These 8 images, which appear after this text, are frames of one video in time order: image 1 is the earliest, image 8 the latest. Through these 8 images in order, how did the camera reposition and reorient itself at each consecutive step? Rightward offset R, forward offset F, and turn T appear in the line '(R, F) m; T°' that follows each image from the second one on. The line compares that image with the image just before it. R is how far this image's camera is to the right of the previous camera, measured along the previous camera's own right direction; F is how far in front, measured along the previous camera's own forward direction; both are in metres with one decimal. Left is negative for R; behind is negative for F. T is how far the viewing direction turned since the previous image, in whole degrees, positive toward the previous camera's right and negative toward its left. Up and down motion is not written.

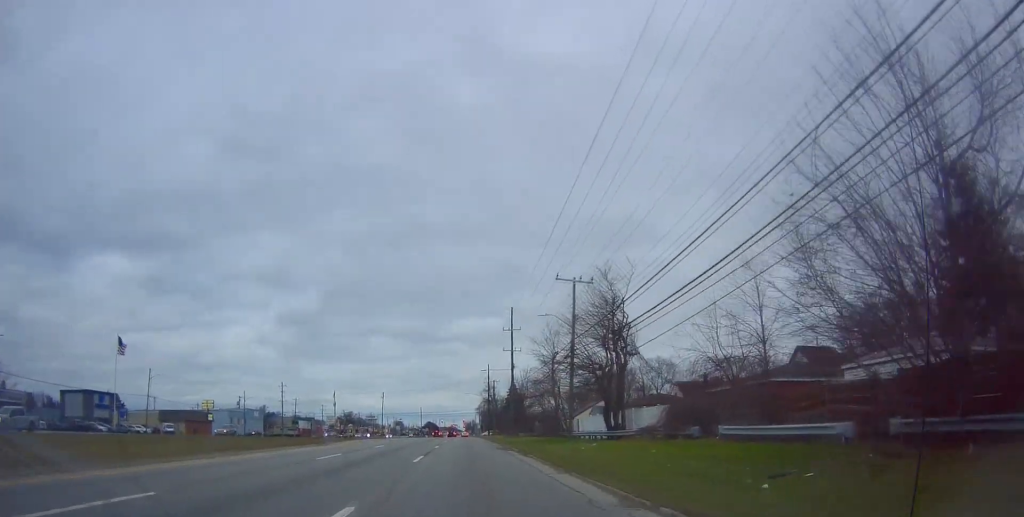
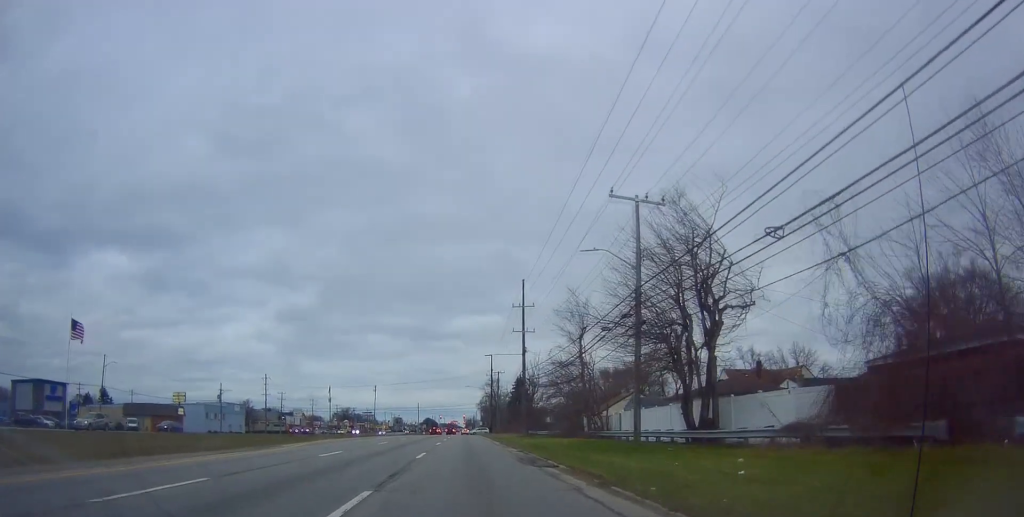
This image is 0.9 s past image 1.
(-0.1, +14.7) m; +1°
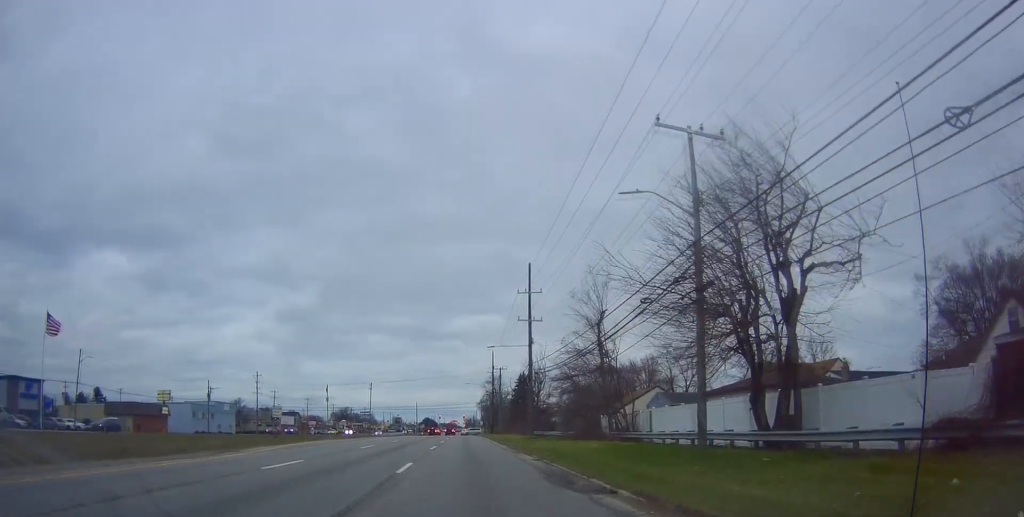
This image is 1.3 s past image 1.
(+0.2, +6.7) m; +1°
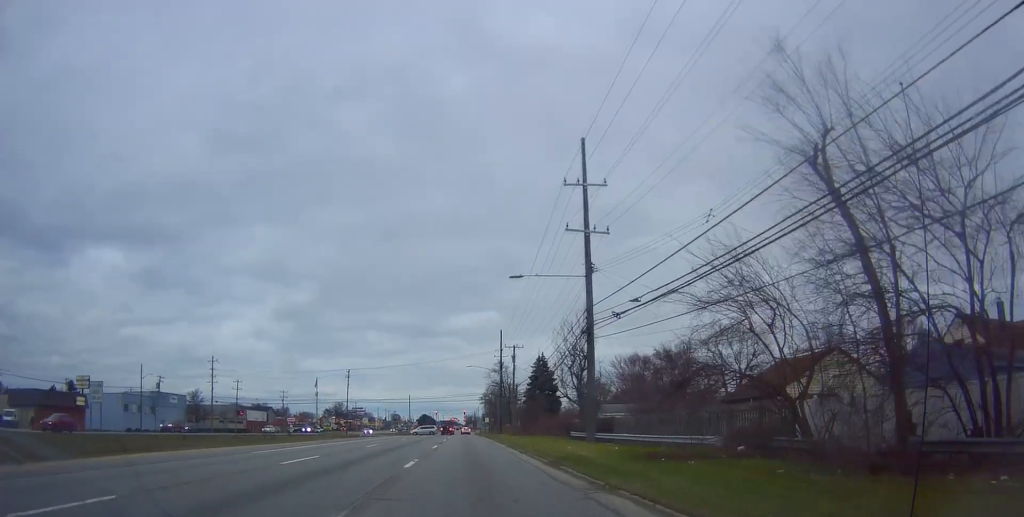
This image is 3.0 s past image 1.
(-0.5, +28.9) m; -2°
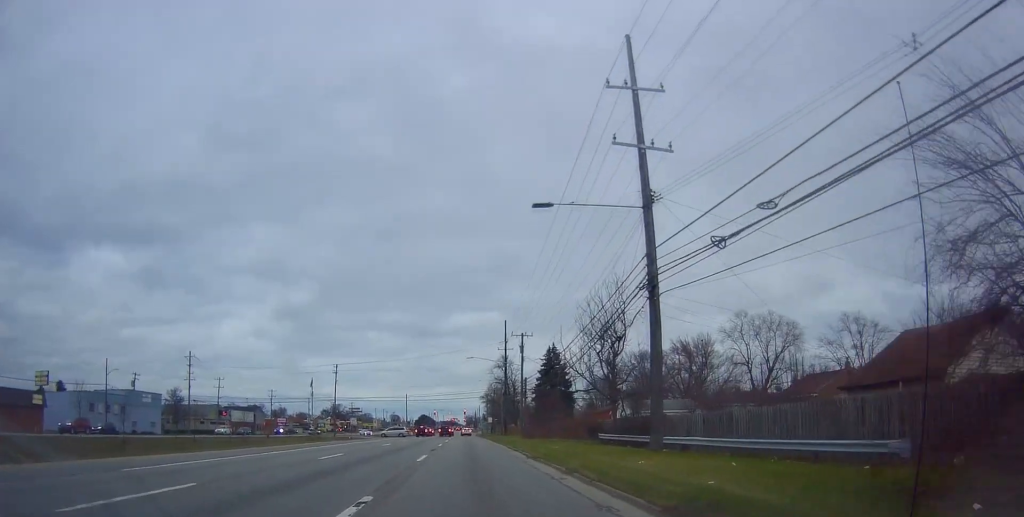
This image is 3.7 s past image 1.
(-0.2, +11.4) m; 0°
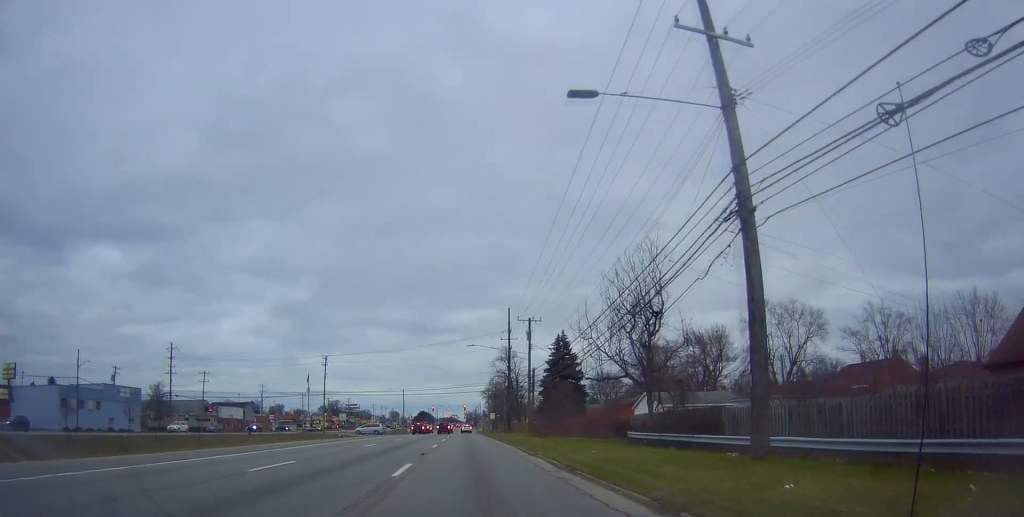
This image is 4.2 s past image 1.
(+0.4, +8.1) m; +1°
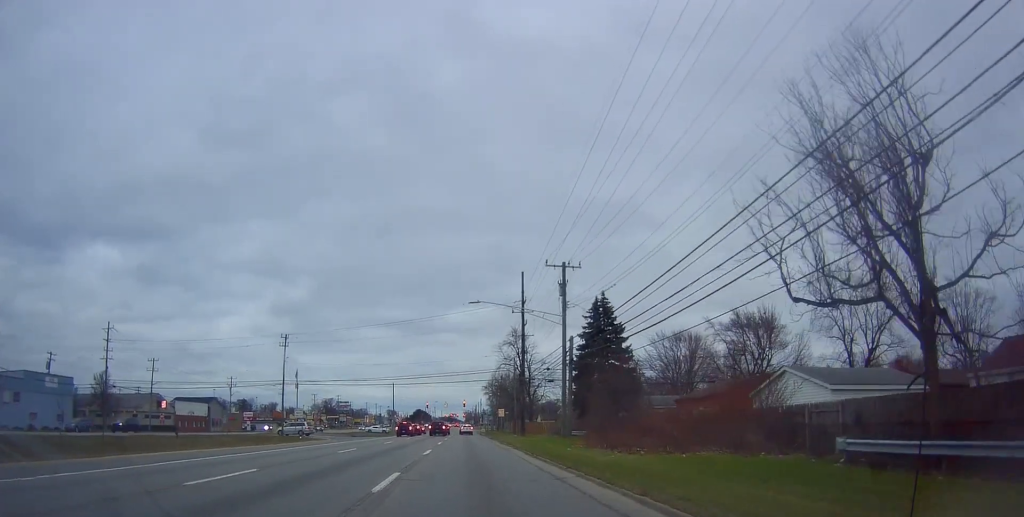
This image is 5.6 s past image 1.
(-0.1, +22.3) m; 0°
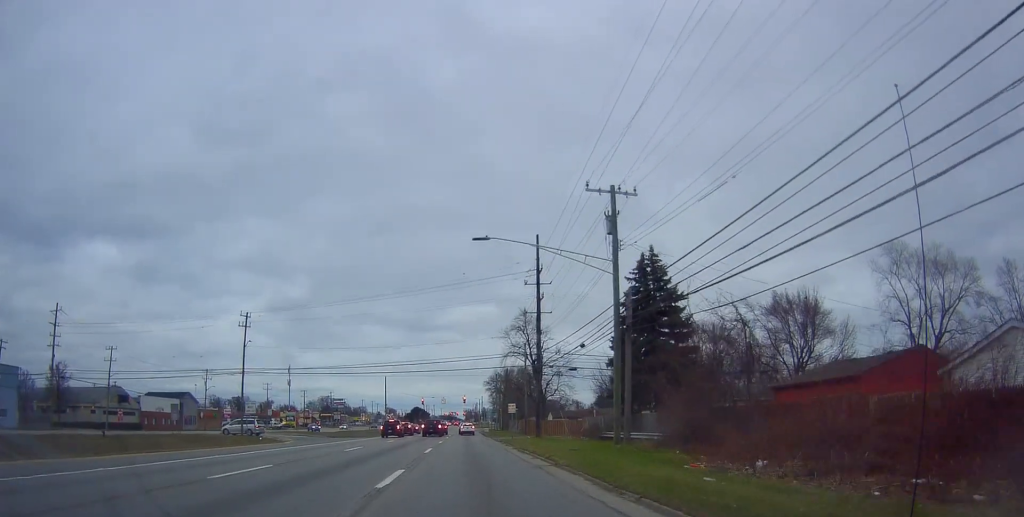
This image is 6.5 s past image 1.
(+0.3, +14.4) m; +1°
